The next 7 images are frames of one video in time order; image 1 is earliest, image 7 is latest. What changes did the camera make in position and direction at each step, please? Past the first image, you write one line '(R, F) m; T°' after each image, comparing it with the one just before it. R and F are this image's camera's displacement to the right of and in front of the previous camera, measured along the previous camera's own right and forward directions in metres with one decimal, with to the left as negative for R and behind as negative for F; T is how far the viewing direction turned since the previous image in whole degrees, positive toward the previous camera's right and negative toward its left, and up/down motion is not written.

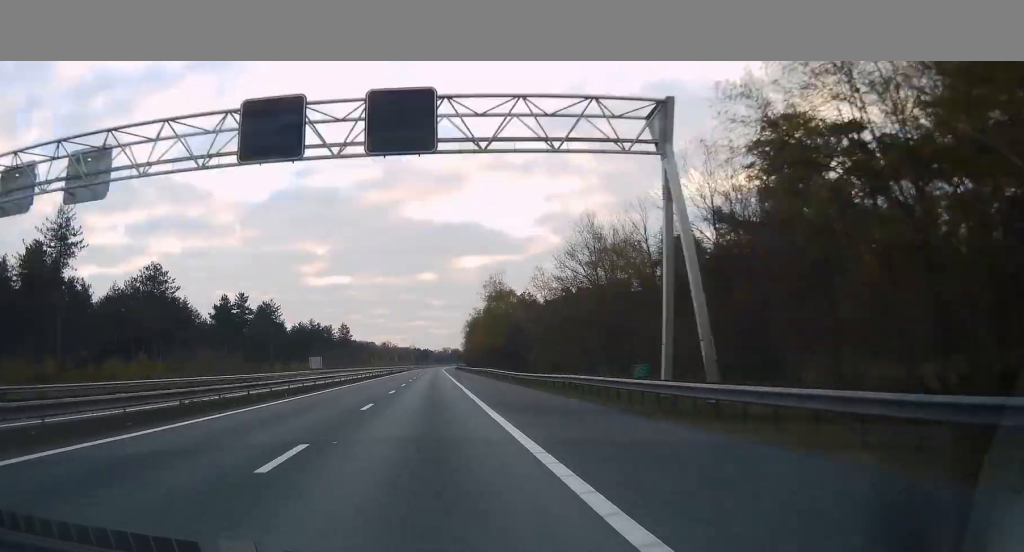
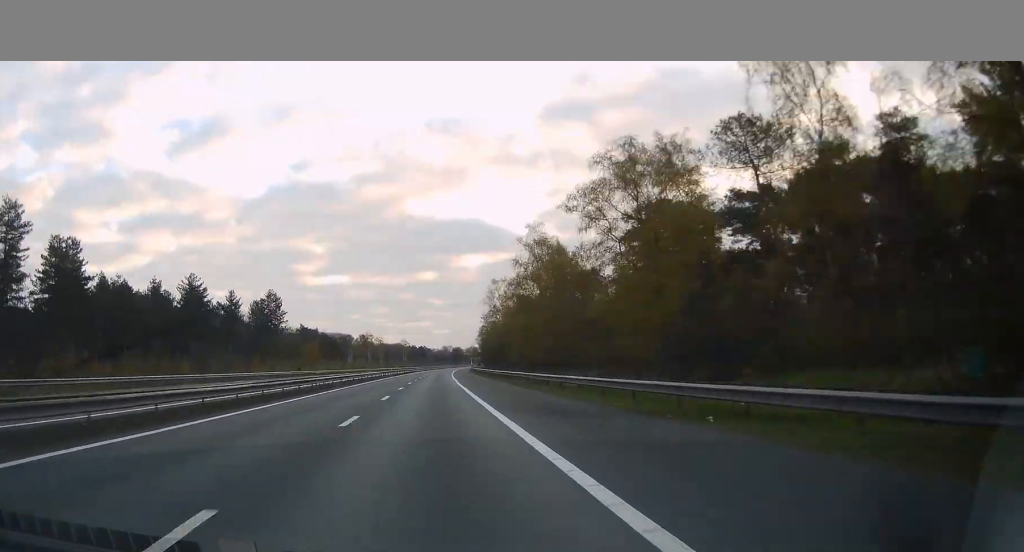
(-0.1, +163.6) m; 0°
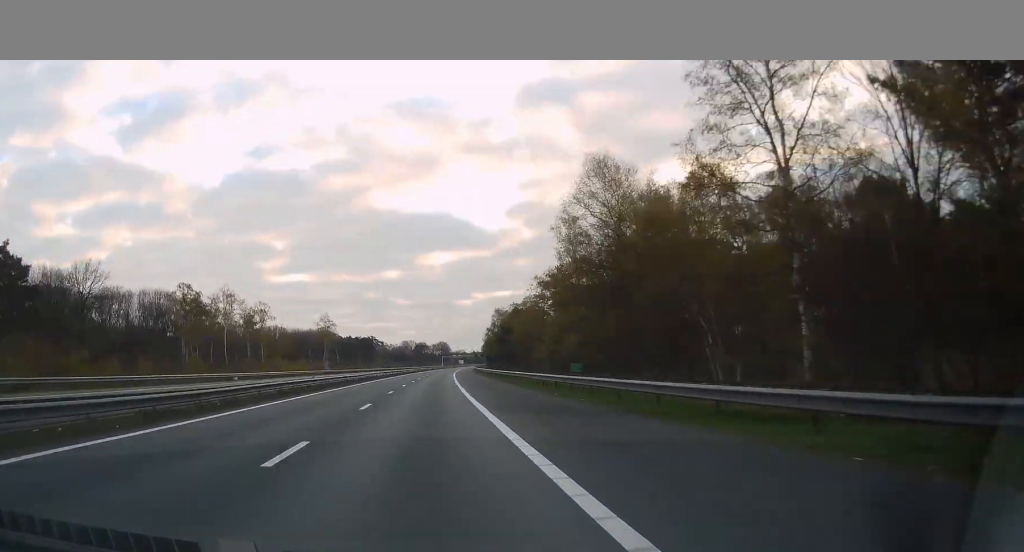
(+3.4, +134.5) m; +3°
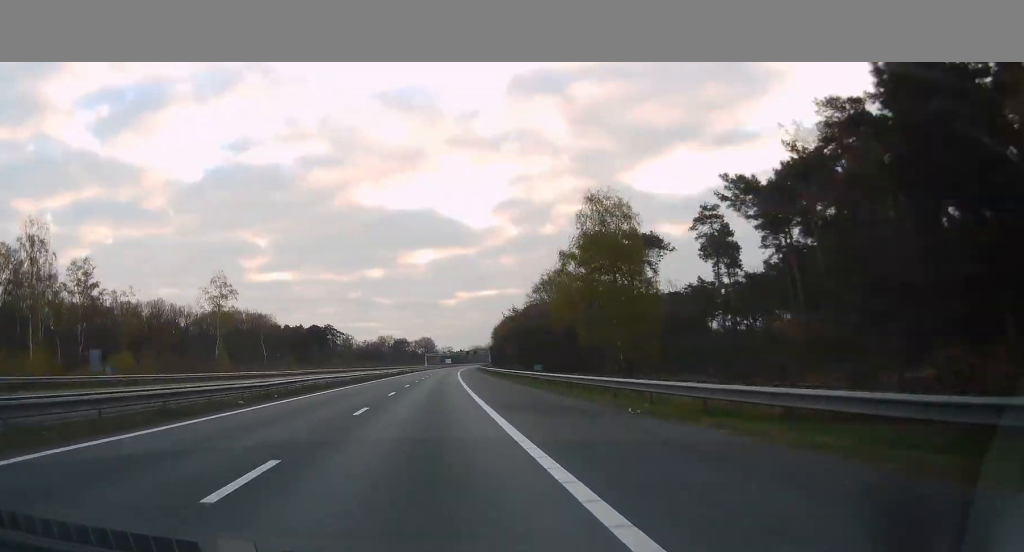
(+0.6, +72.5) m; +1°
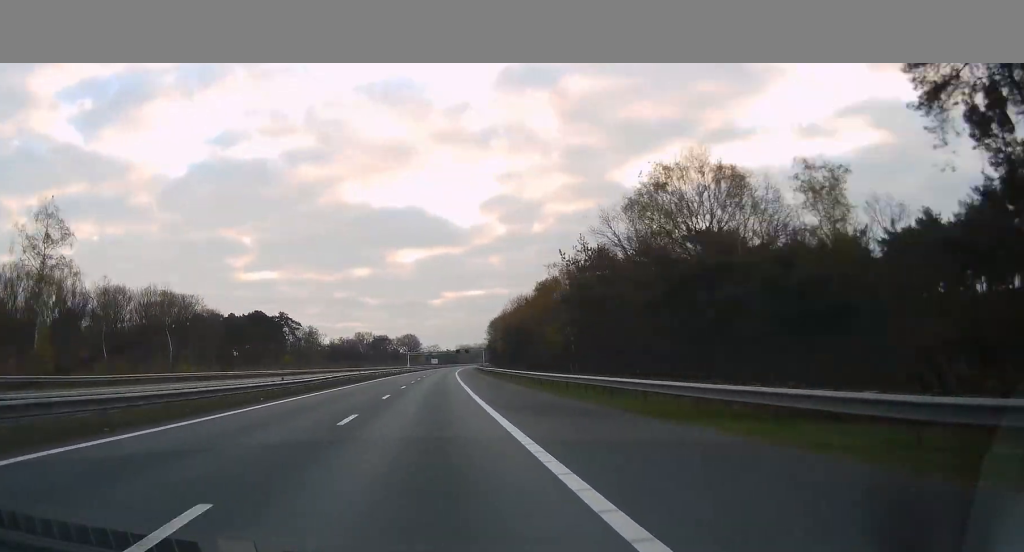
(+0.5, +46.9) m; +1°
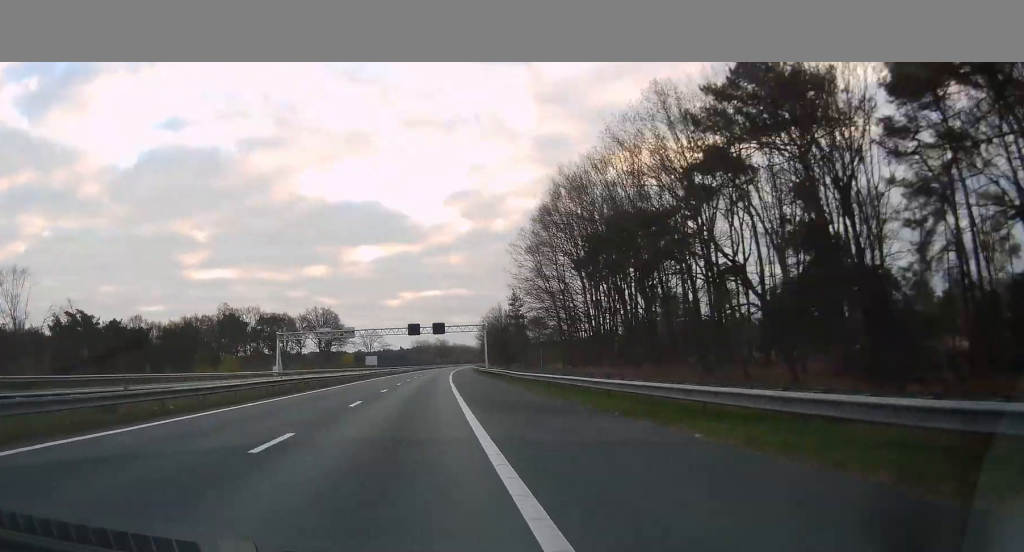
(+4.6, +172.4) m; +3°
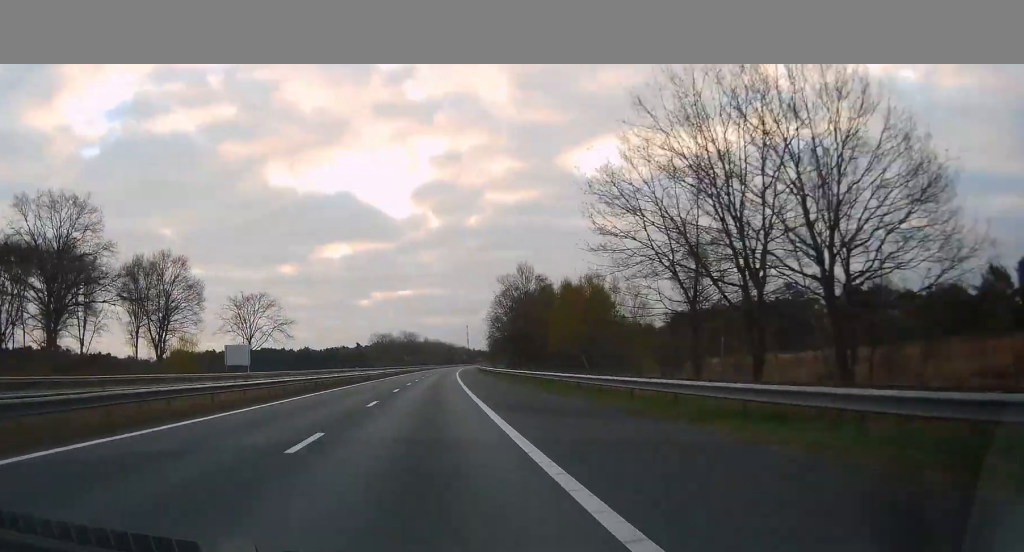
(+2.6, +128.6) m; +2°
